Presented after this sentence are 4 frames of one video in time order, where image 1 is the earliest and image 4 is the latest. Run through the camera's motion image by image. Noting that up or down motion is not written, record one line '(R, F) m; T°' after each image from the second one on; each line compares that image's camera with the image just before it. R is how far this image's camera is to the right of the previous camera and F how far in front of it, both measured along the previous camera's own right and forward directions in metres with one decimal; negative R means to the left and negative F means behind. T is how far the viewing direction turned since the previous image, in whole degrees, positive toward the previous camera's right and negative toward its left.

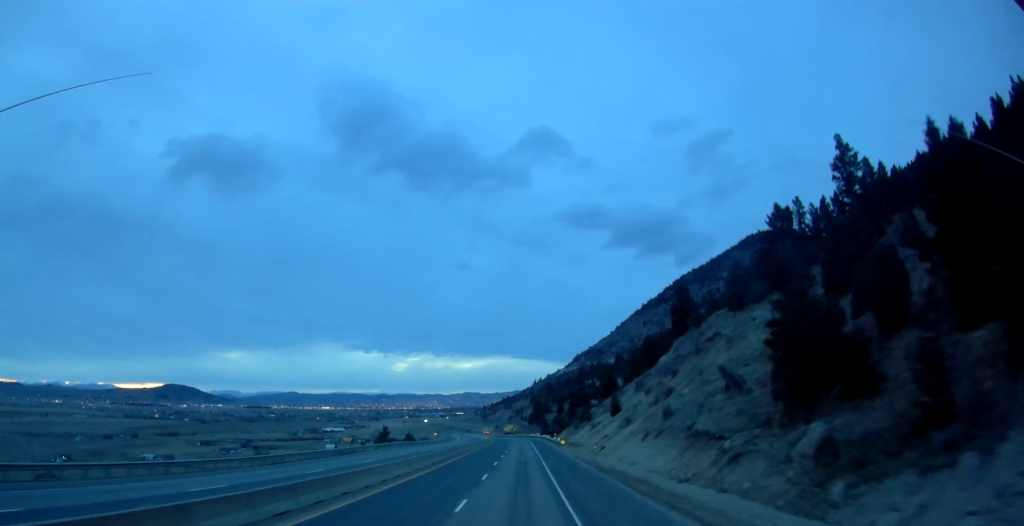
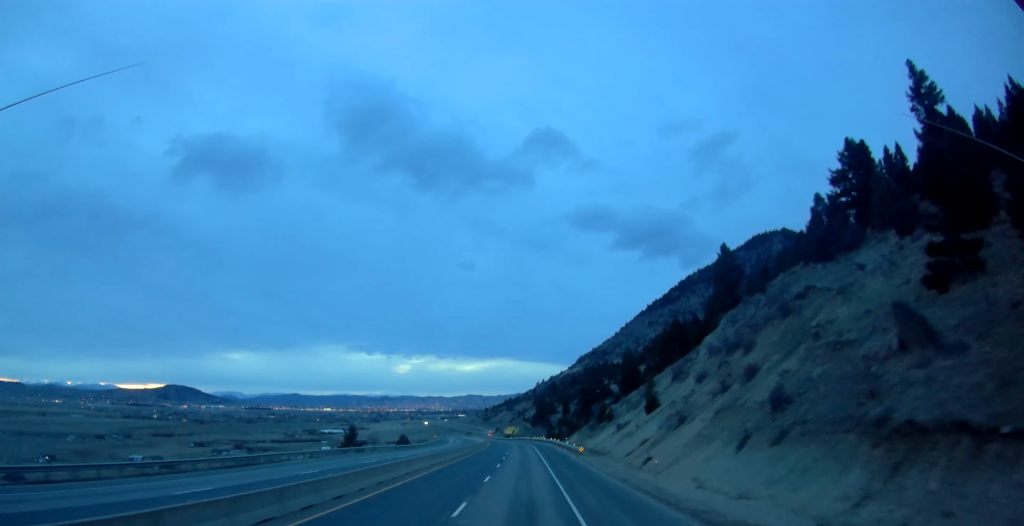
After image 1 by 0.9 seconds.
(+0.2, +25.9) m; 0°
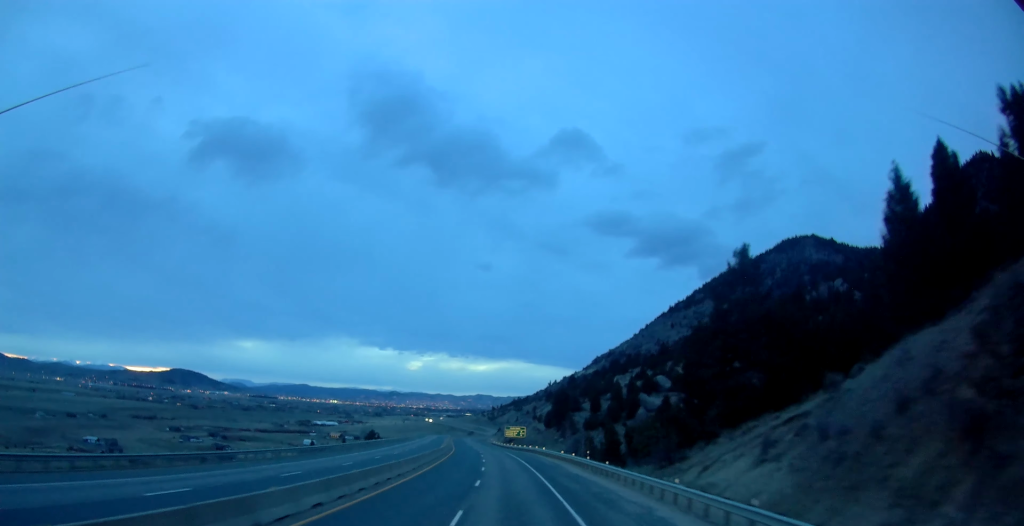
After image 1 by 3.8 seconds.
(-1.9, +87.7) m; -2°
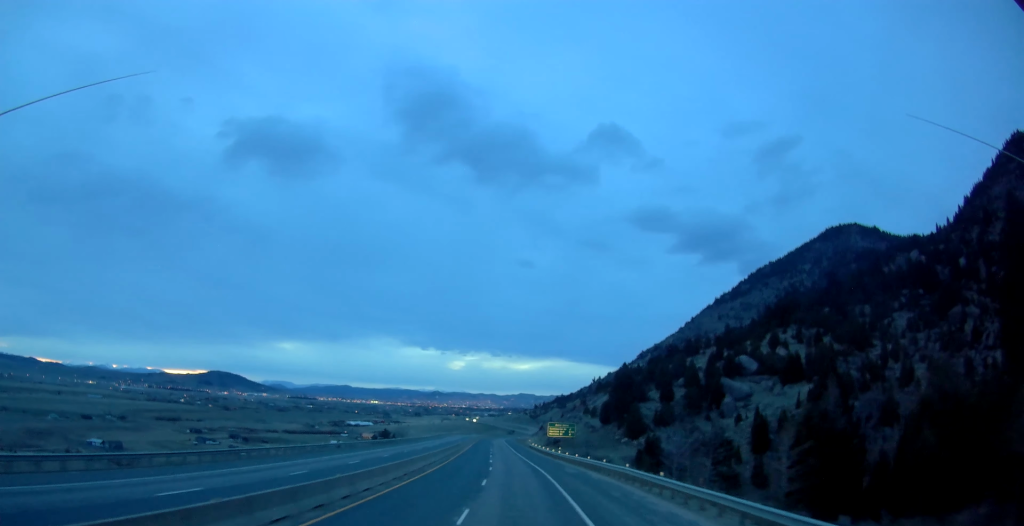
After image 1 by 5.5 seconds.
(+0.5, +49.4) m; 0°
